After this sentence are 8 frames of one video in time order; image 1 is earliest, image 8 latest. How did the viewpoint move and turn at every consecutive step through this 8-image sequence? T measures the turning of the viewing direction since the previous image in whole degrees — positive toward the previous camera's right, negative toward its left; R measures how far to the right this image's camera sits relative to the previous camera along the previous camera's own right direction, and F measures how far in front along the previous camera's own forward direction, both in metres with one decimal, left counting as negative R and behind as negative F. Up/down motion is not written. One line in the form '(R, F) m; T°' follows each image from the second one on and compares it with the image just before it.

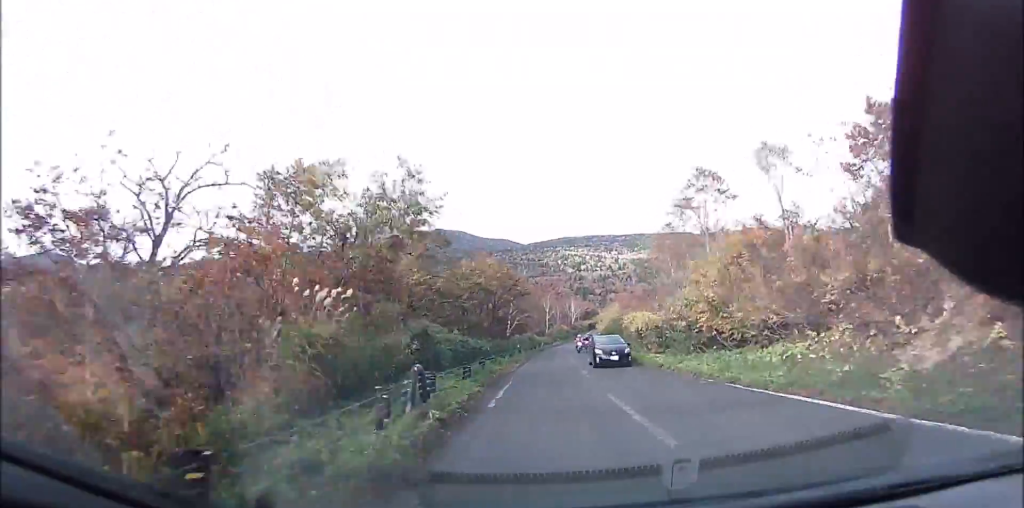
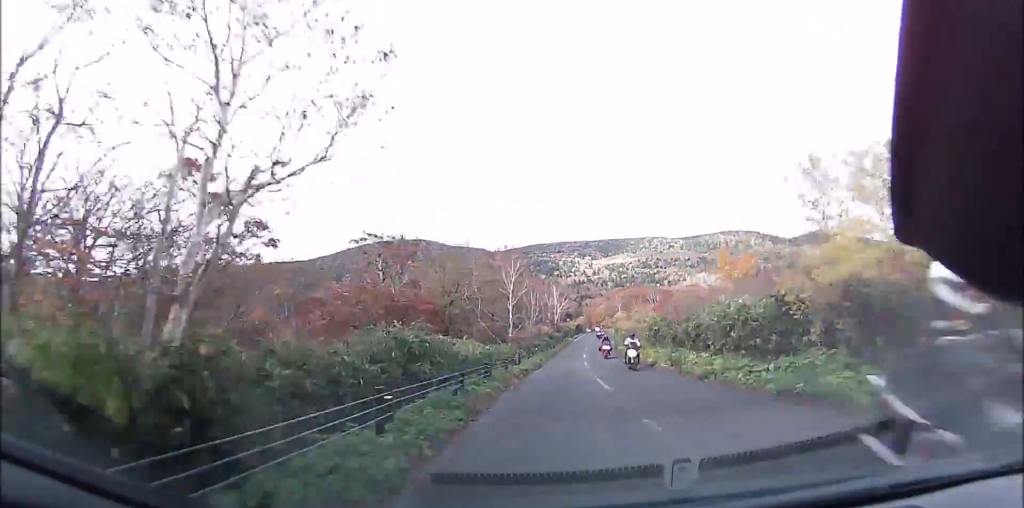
(-0.8, +41.4) m; +1°
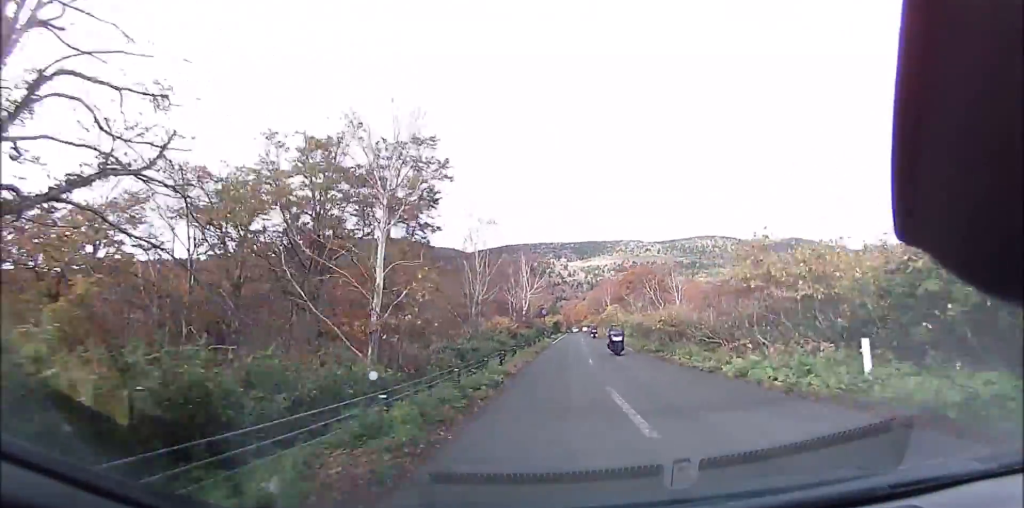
(+0.7, +25.3) m; +3°
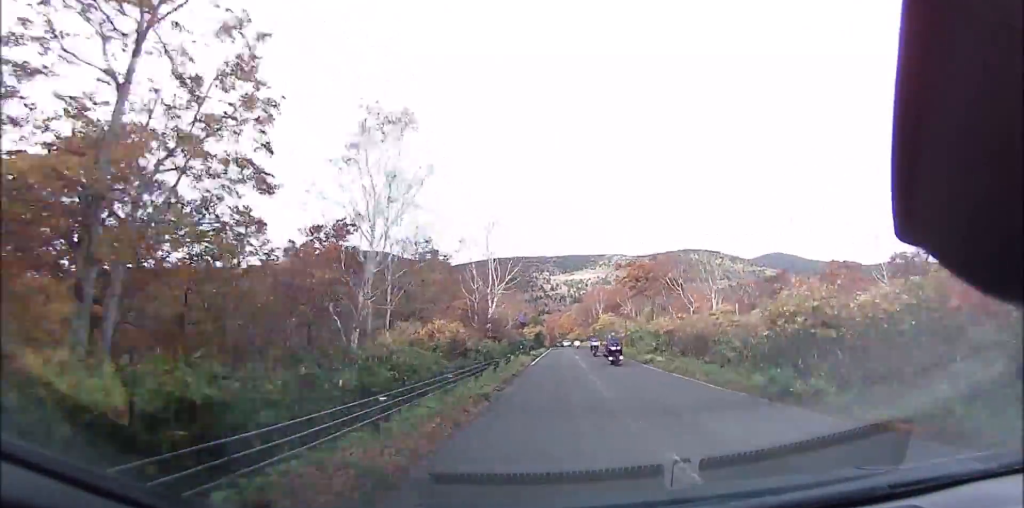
(0.0, +14.7) m; +1°
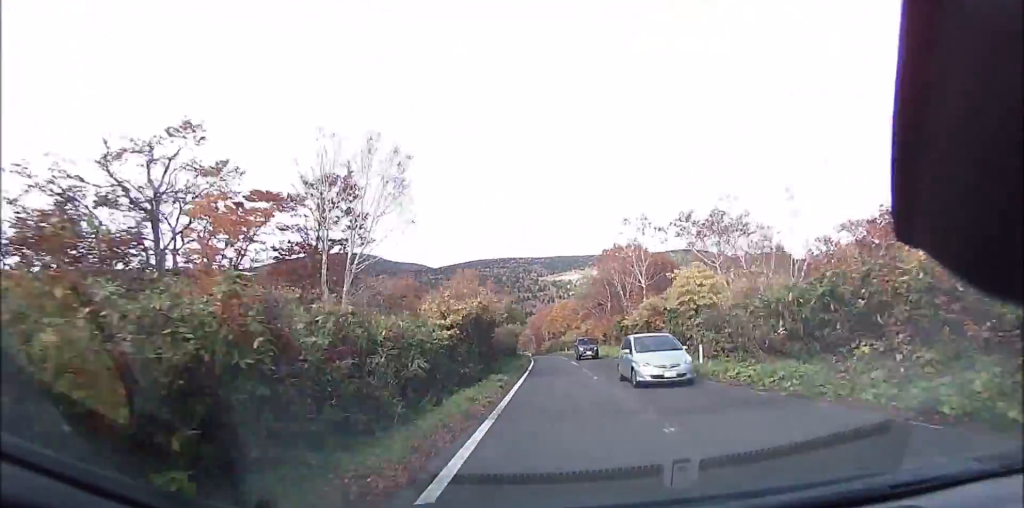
(+2.1, +44.5) m; +5°
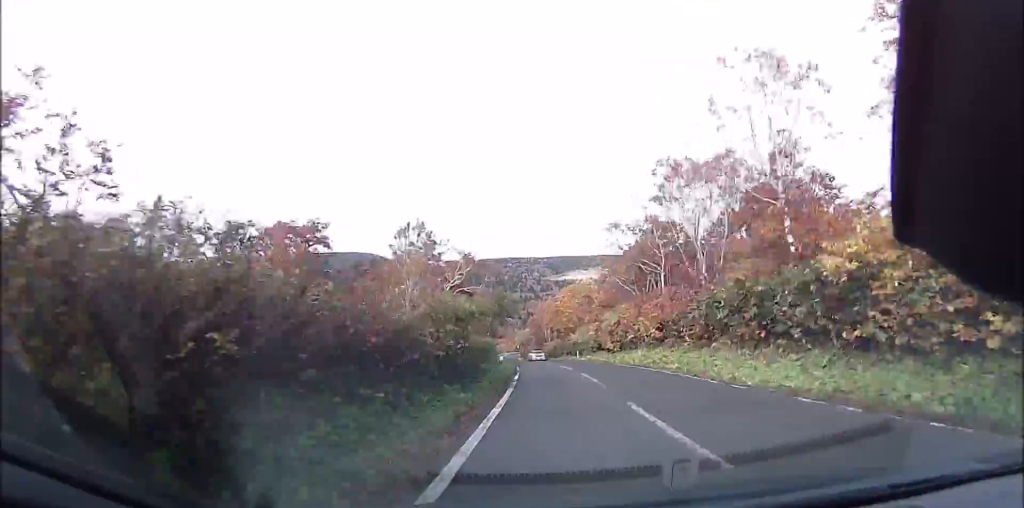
(+0.5, +22.2) m; 0°
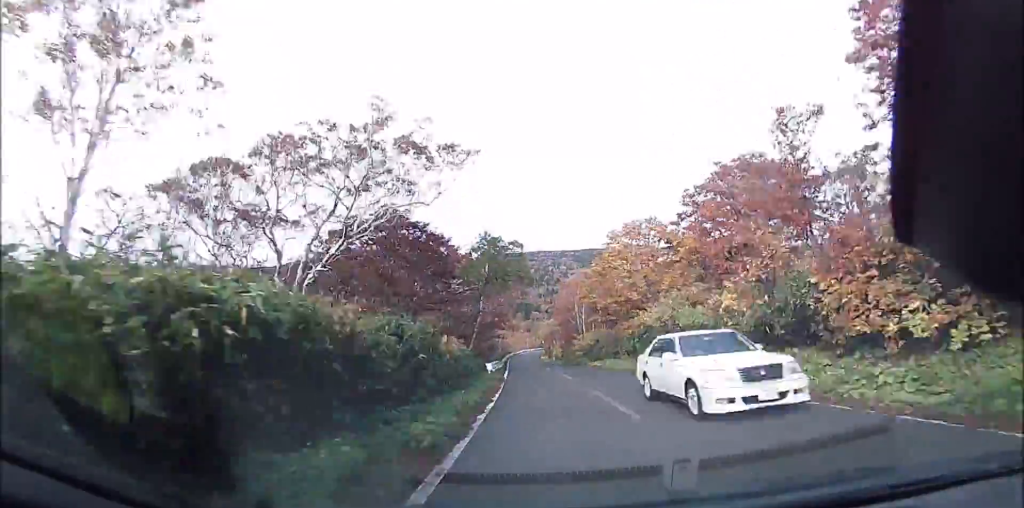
(-0.5, +26.8) m; -3°
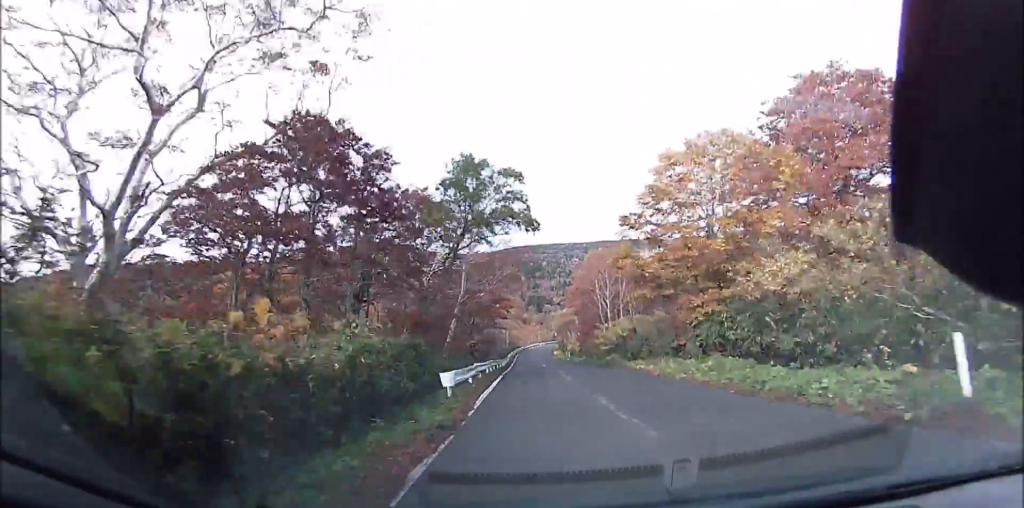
(0.0, +11.9) m; -2°
